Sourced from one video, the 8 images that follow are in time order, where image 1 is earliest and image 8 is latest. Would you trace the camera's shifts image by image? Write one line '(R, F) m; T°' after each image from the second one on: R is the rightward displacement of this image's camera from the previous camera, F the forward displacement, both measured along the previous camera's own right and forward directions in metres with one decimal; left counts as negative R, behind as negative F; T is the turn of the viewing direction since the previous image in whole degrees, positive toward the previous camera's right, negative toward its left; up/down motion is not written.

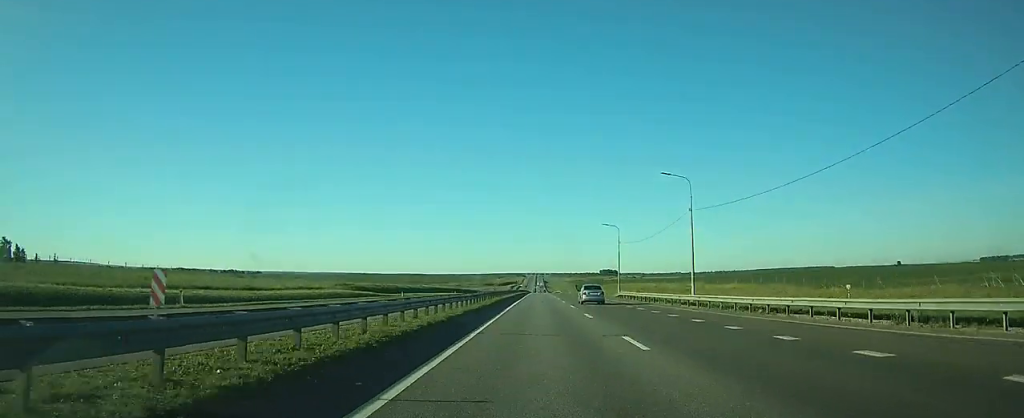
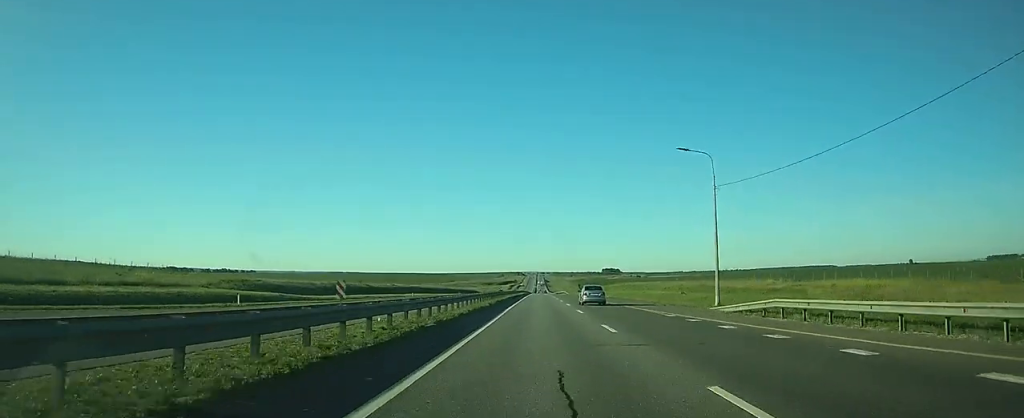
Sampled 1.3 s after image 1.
(+0.1, +43.3) m; 0°
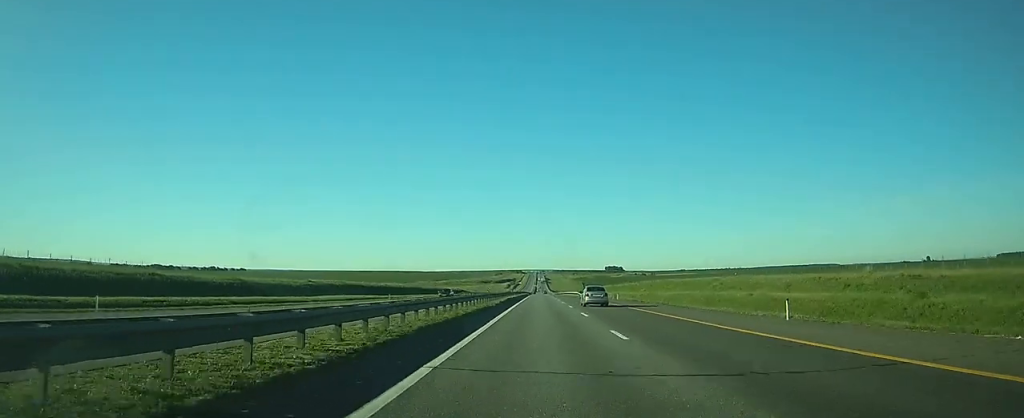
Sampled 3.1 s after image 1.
(-0.1, +61.8) m; 0°
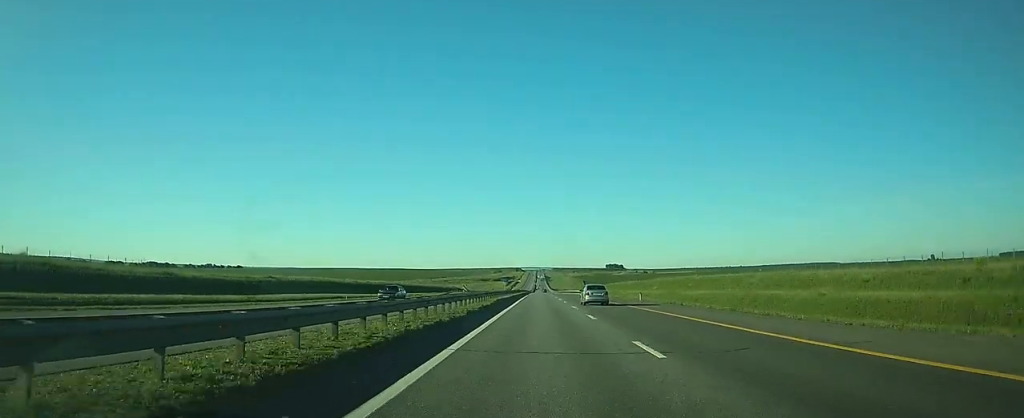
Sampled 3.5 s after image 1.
(0.0, +16.1) m; 0°
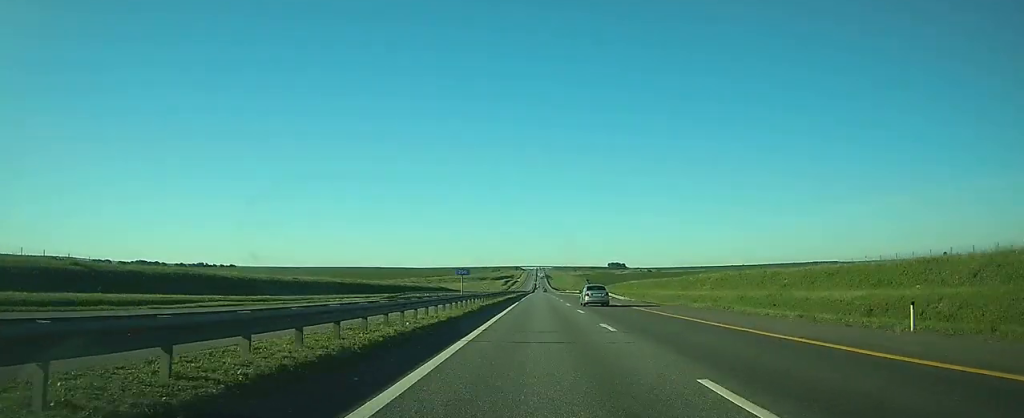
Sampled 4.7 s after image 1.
(0.0, +41.4) m; 0°
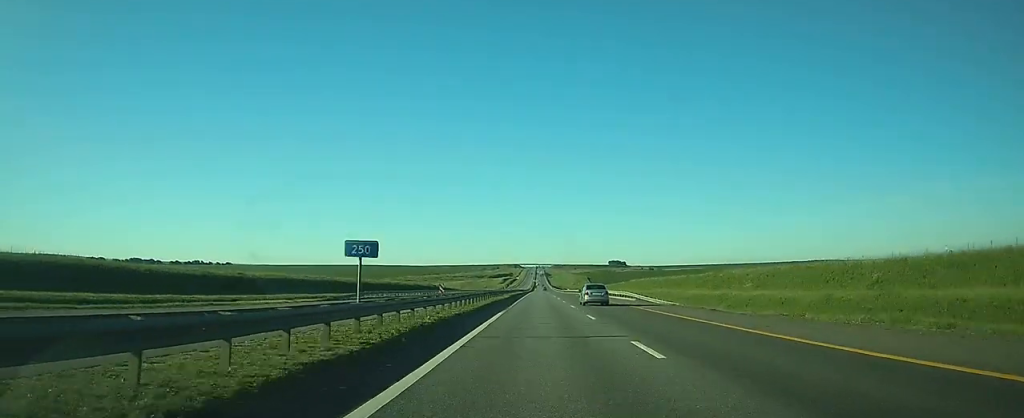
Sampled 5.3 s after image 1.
(0.0, +18.5) m; 0°
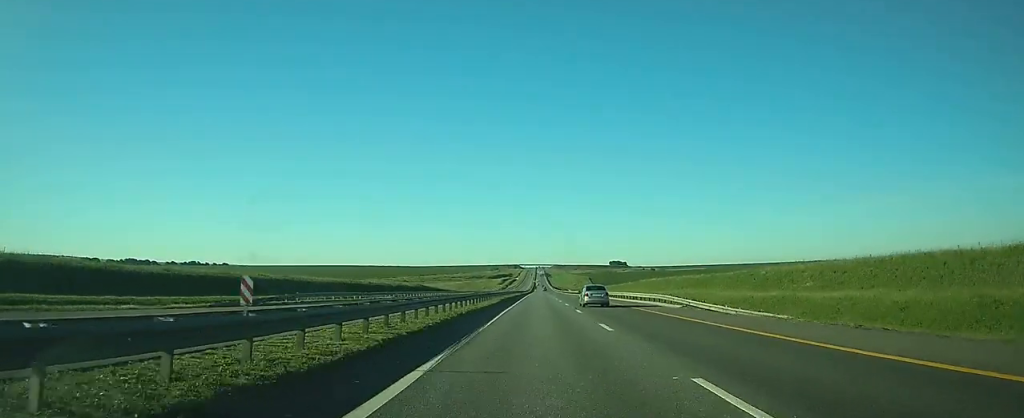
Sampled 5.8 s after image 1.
(0.0, +17.4) m; 0°
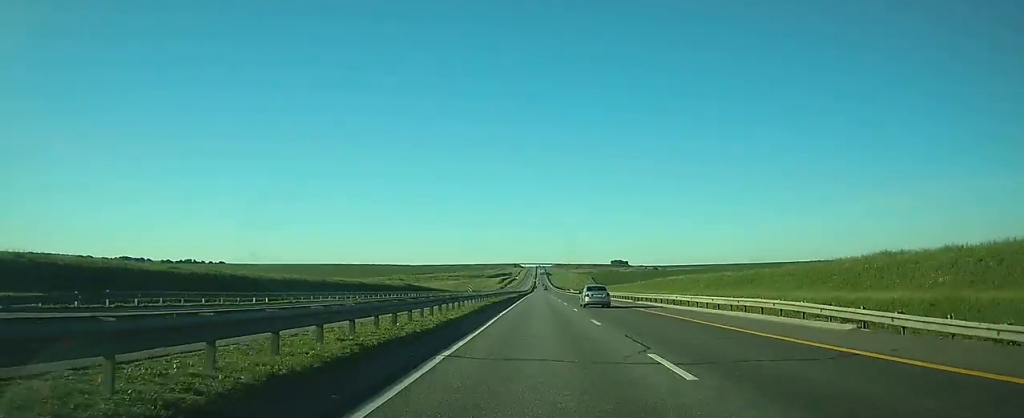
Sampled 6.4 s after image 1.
(0.0, +20.9) m; 0°
